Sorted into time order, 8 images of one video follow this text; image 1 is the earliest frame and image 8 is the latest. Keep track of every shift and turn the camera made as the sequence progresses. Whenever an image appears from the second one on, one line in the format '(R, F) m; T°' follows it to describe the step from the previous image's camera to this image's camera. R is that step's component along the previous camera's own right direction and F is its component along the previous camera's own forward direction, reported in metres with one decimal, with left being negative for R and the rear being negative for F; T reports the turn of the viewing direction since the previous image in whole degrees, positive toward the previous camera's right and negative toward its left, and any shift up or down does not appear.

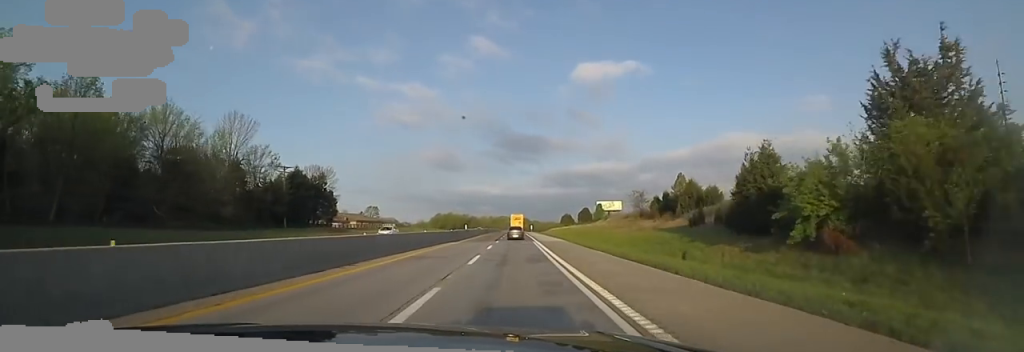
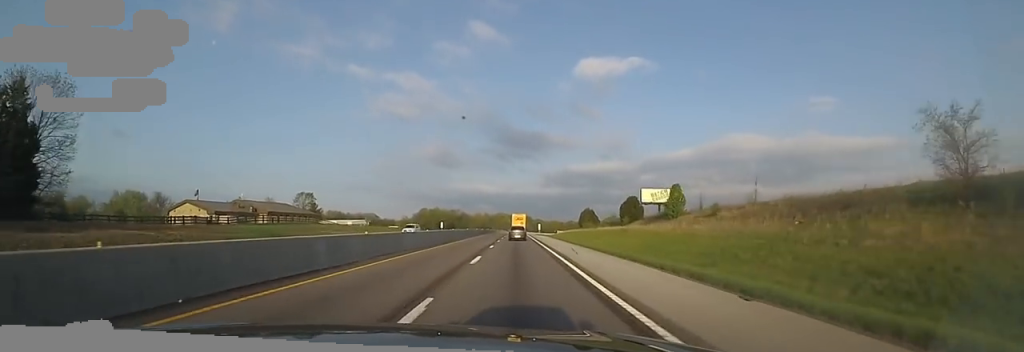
(-1.8, +61.9) m; -3°
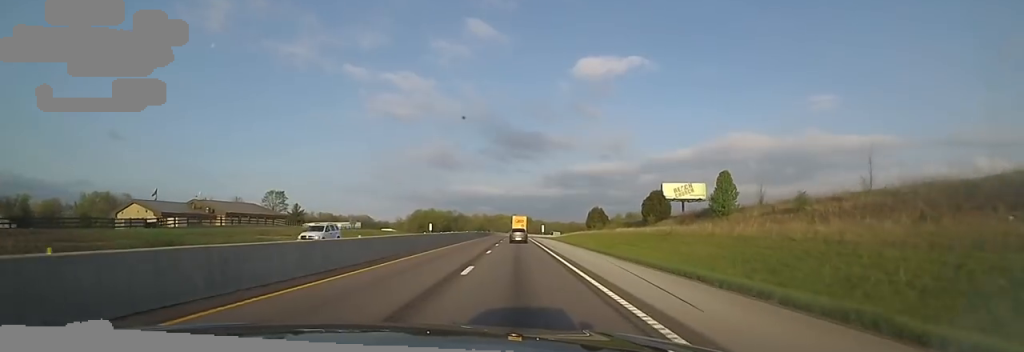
(-0.2, +16.5) m; 0°
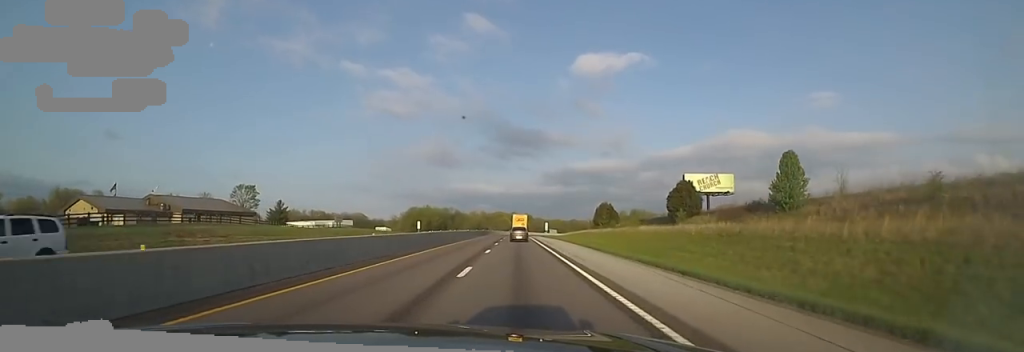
(+0.3, +13.2) m; 0°
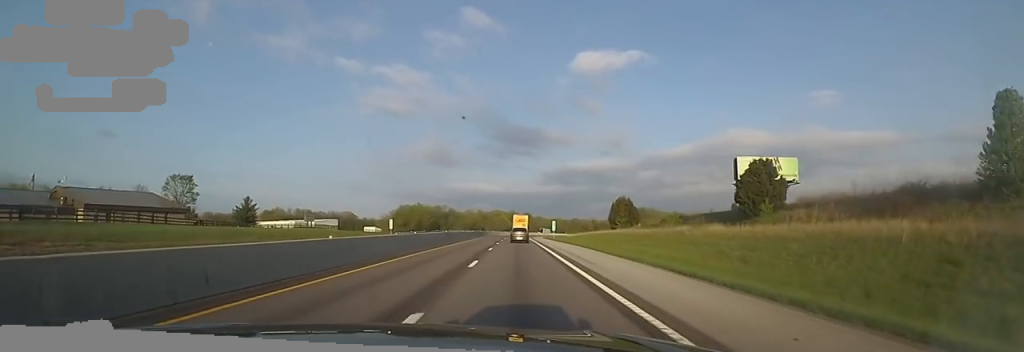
(+0.2, +20.8) m; 0°
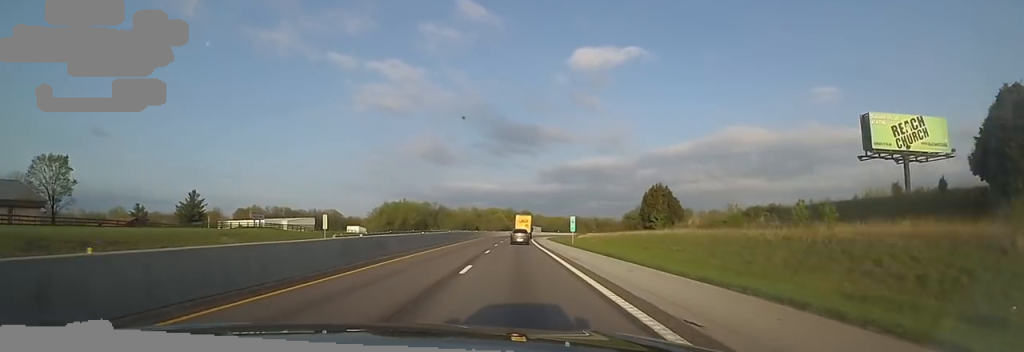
(-0.8, +26.3) m; +1°
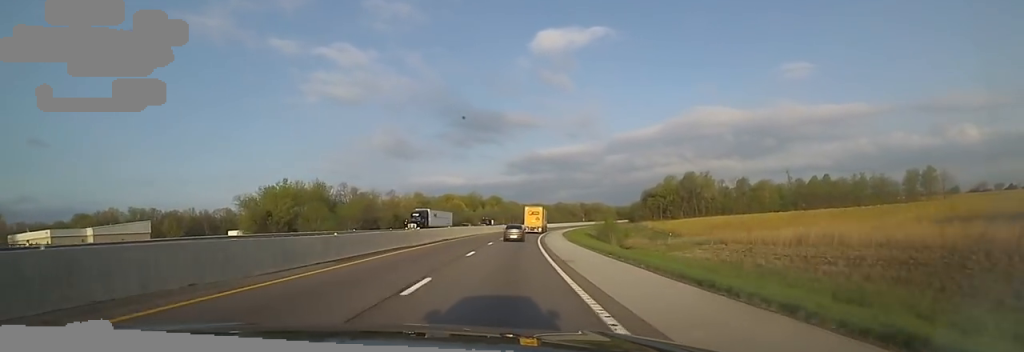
(+3.9, +91.2) m; +3°
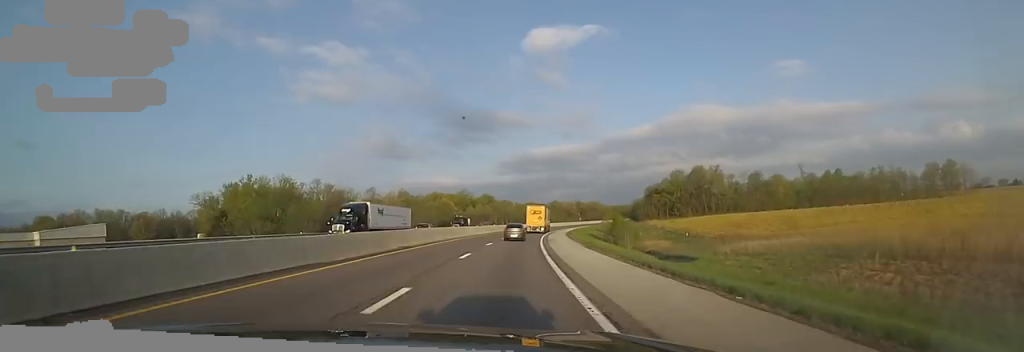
(-0.2, +14.5) m; 0°
